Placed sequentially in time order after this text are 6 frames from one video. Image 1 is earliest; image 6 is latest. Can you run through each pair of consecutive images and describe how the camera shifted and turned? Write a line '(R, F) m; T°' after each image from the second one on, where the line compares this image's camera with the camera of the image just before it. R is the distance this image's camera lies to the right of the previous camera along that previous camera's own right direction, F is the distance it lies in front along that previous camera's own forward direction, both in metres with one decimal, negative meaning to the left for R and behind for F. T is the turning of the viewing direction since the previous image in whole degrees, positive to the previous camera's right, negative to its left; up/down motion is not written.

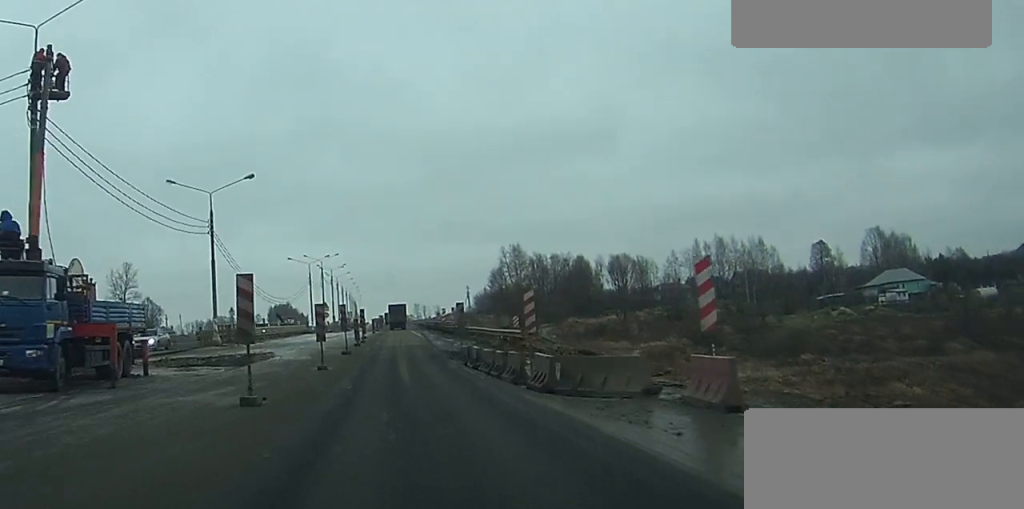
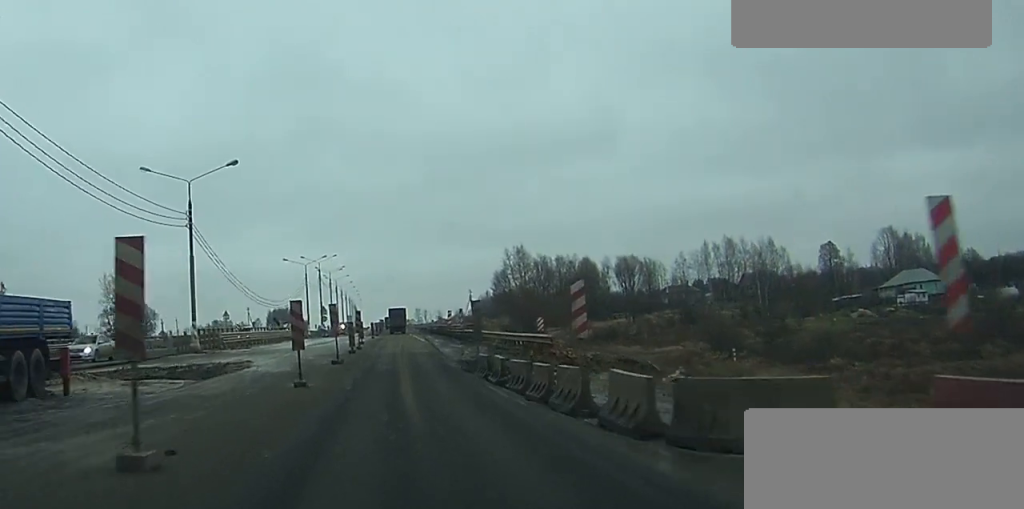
(0.0, +6.6) m; 0°
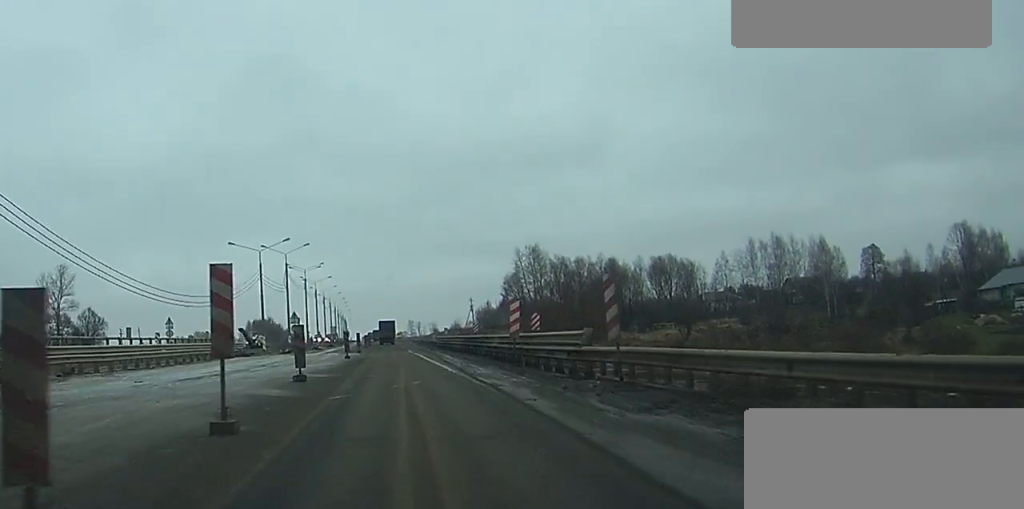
(0.0, +36.9) m; 0°
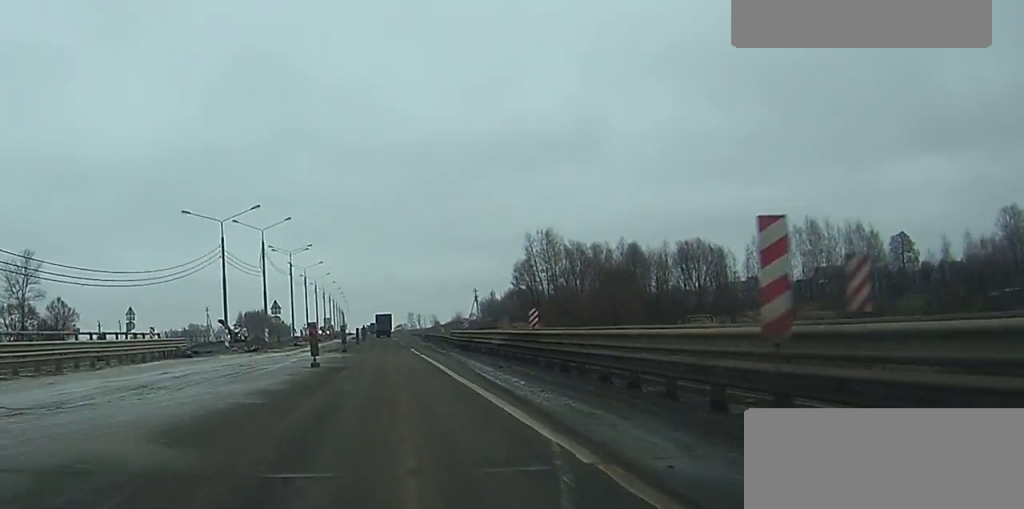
(0.0, +18.9) m; 0°
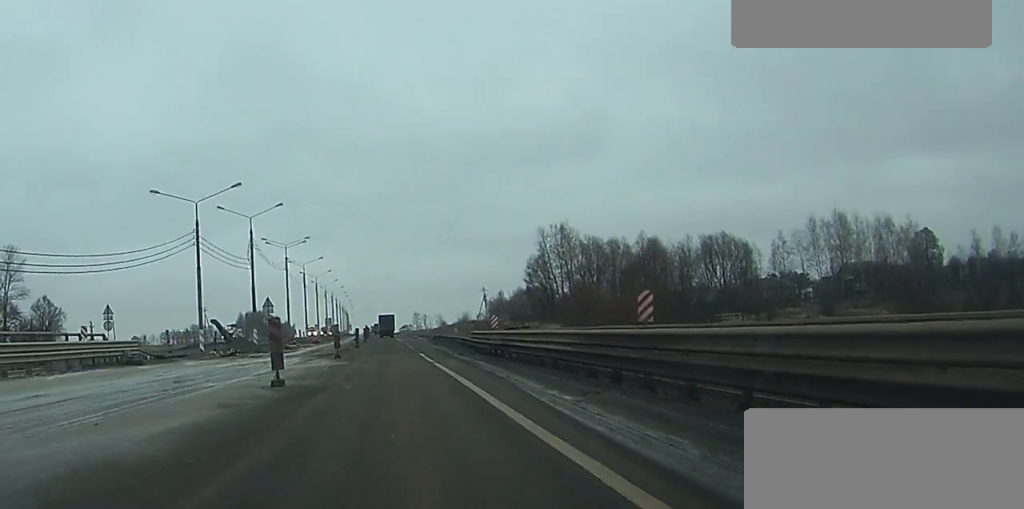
(0.0, +10.8) m; 0°
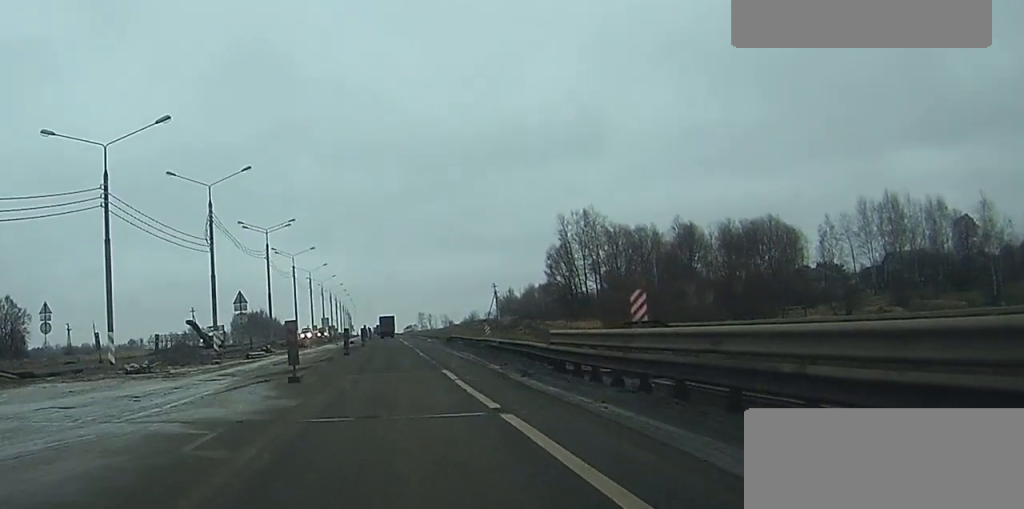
(0.0, +19.7) m; 0°
